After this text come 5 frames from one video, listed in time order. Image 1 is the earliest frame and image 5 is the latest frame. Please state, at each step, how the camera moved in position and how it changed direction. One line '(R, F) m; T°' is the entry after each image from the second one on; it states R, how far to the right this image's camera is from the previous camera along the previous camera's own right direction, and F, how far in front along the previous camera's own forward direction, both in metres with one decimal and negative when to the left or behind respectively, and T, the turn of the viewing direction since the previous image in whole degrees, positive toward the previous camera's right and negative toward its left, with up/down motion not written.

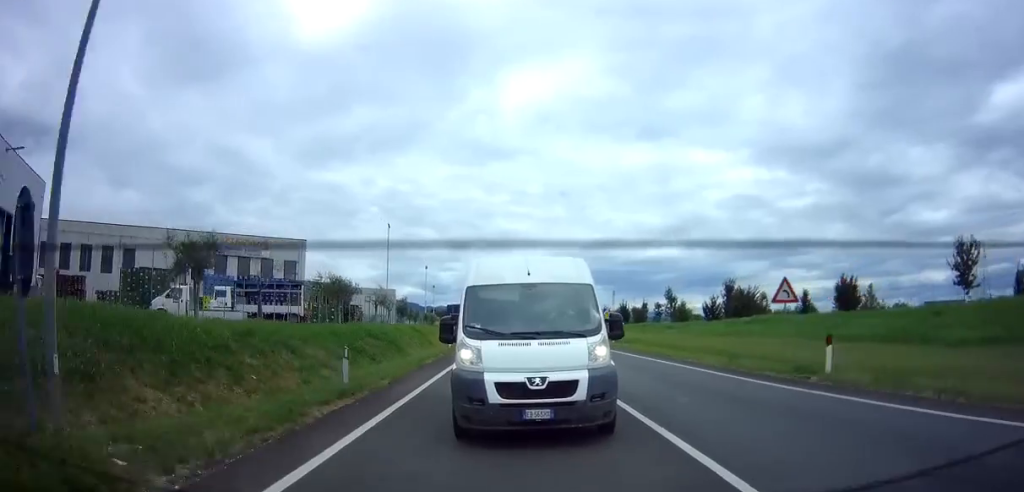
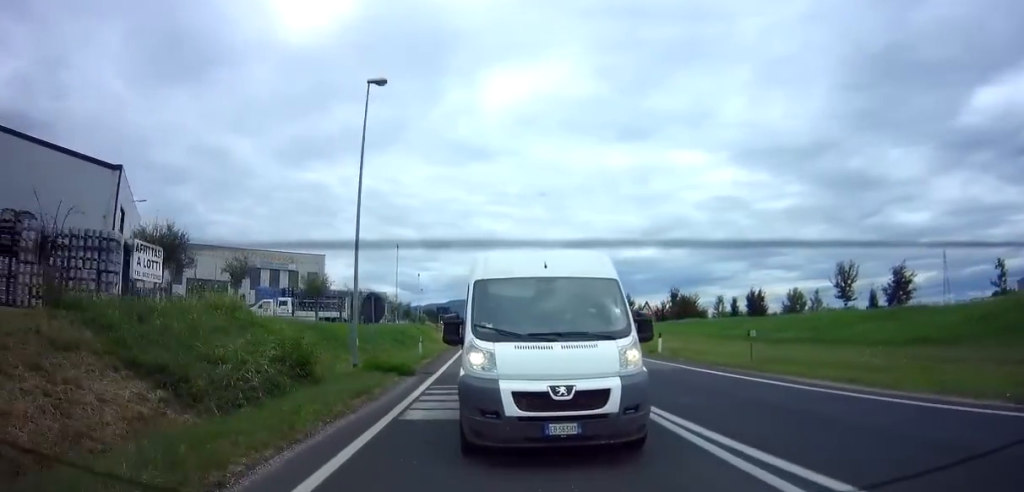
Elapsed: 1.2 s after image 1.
(+0.2, +13.9) m; +3°
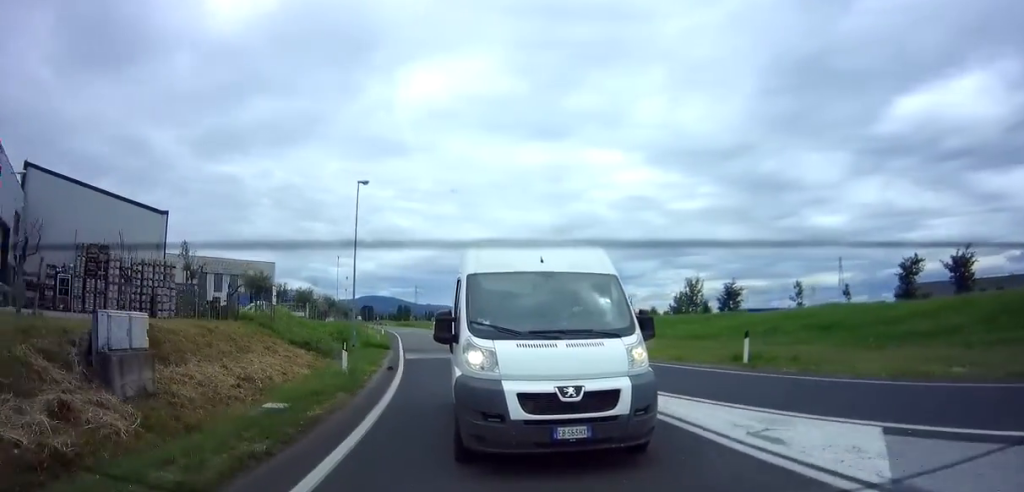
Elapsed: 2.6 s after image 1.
(+1.1, +14.9) m; +10°
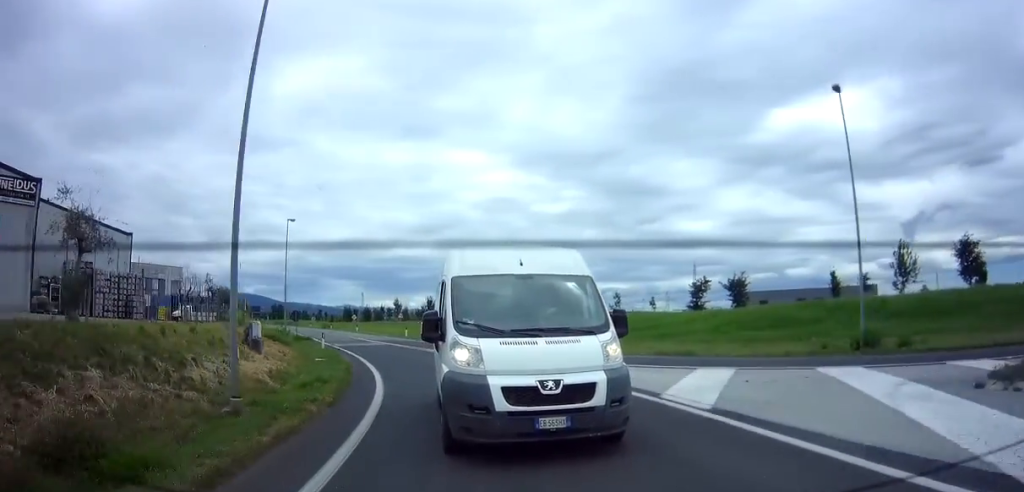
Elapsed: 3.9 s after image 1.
(+1.2, +14.1) m; +12°
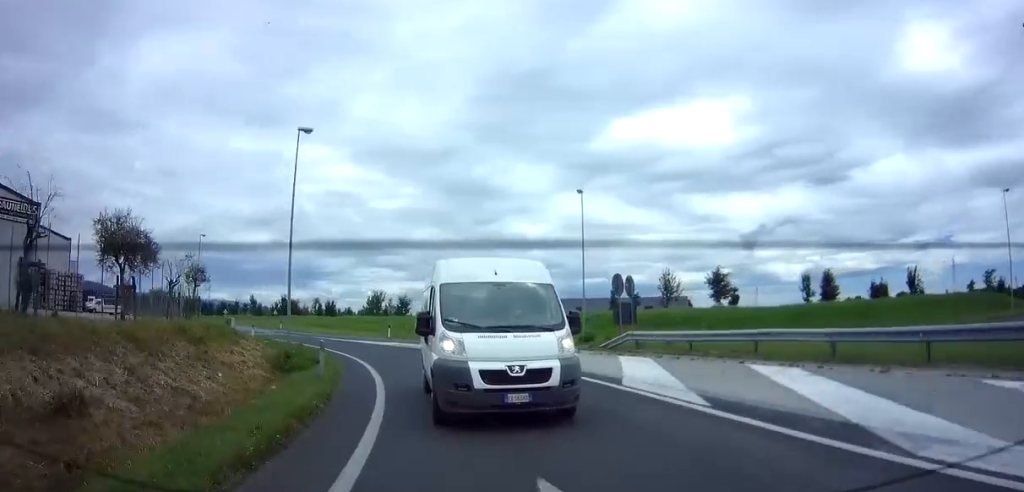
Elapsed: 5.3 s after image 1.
(+2.6, +15.2) m; +17°
